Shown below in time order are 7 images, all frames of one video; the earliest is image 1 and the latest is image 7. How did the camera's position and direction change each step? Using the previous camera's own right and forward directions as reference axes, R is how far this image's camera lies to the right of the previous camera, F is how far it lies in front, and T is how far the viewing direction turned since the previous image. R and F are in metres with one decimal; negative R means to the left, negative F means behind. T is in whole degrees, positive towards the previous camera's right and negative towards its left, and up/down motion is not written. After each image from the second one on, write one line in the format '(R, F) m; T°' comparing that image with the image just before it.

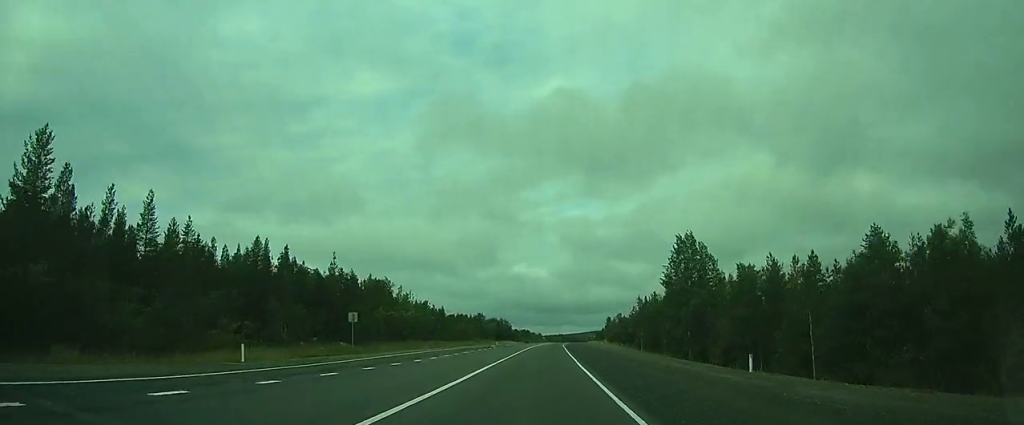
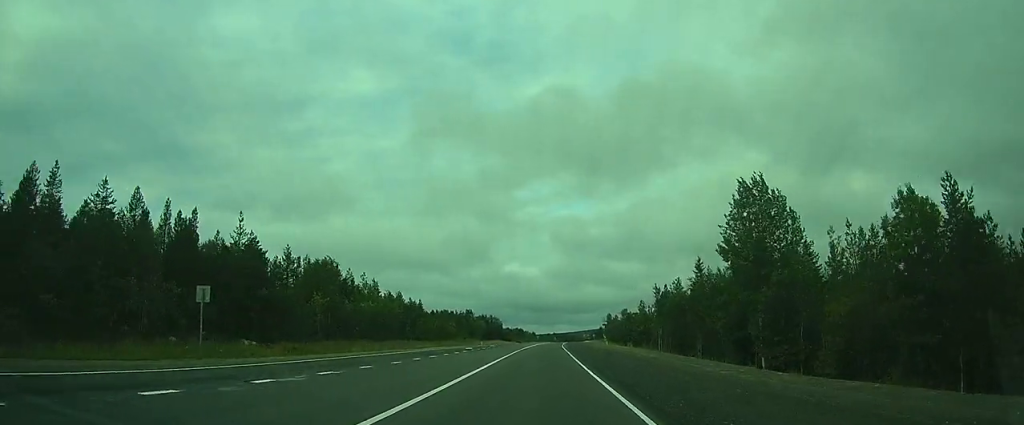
(+0.4, +19.6) m; +1°
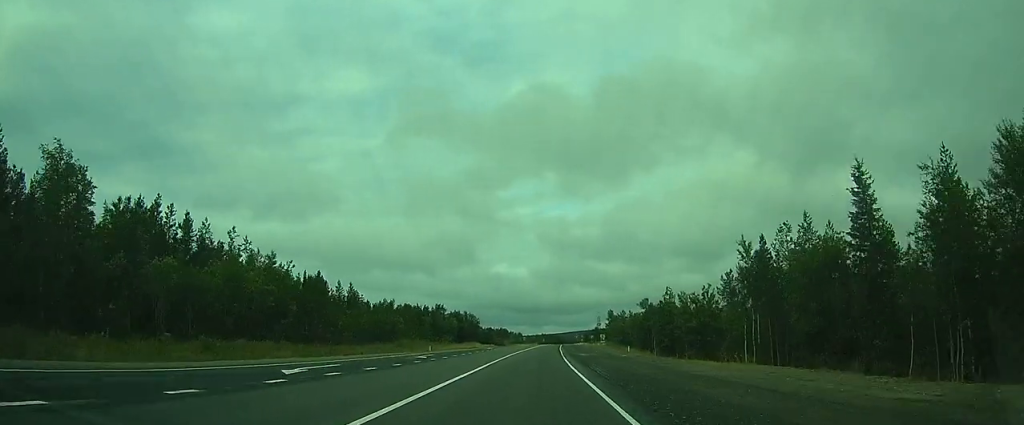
(-0.2, +37.7) m; 0°
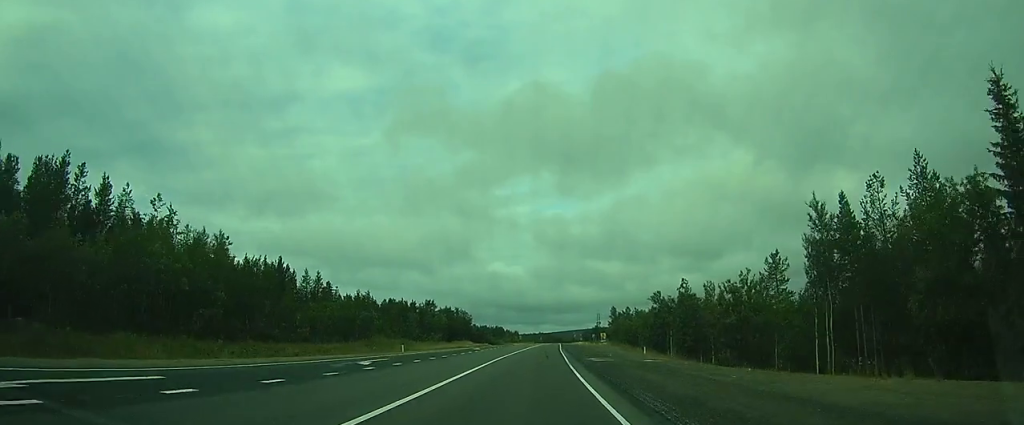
(-0.2, +11.6) m; +1°
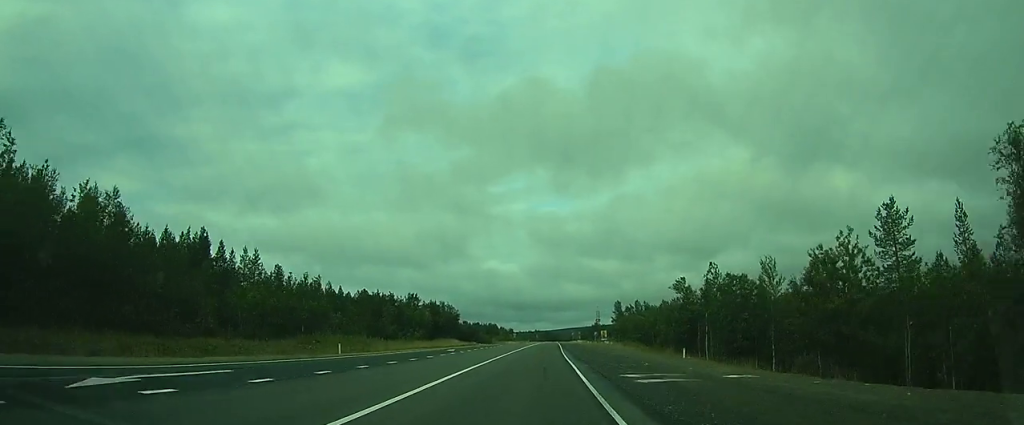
(+0.6, +16.0) m; 0°
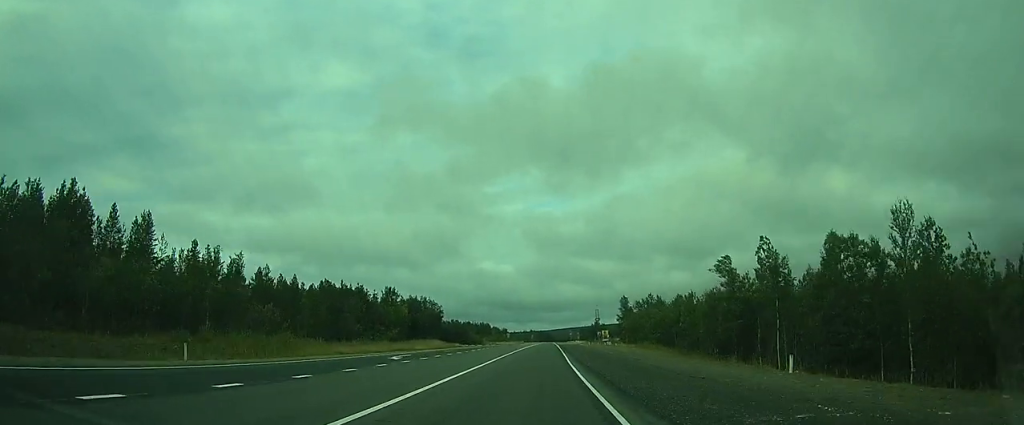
(-0.2, +16.7) m; -1°
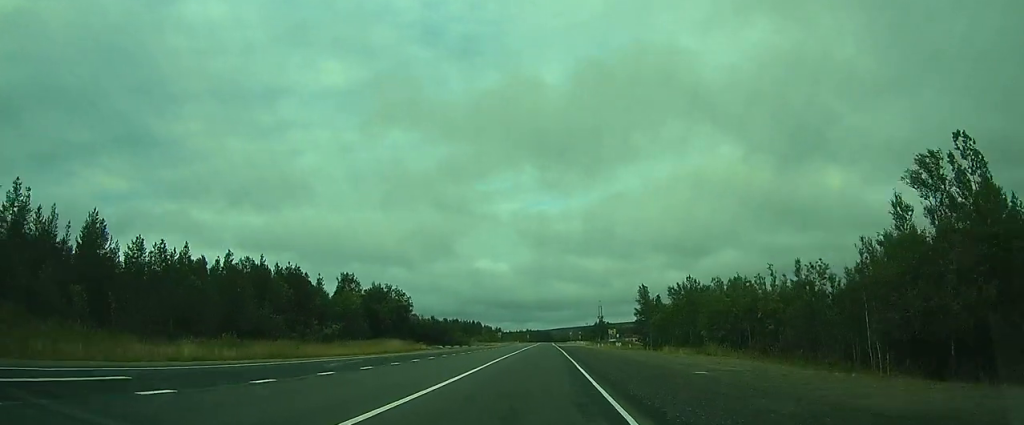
(-0.1, +25.3) m; 0°
